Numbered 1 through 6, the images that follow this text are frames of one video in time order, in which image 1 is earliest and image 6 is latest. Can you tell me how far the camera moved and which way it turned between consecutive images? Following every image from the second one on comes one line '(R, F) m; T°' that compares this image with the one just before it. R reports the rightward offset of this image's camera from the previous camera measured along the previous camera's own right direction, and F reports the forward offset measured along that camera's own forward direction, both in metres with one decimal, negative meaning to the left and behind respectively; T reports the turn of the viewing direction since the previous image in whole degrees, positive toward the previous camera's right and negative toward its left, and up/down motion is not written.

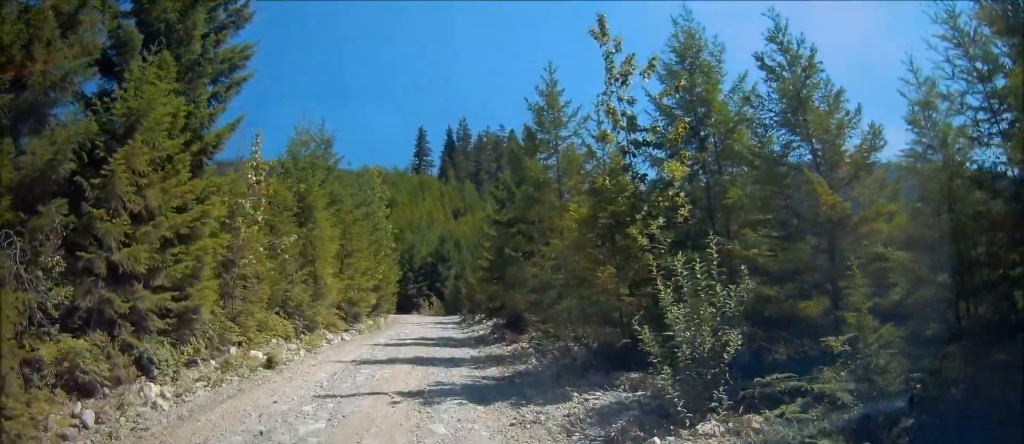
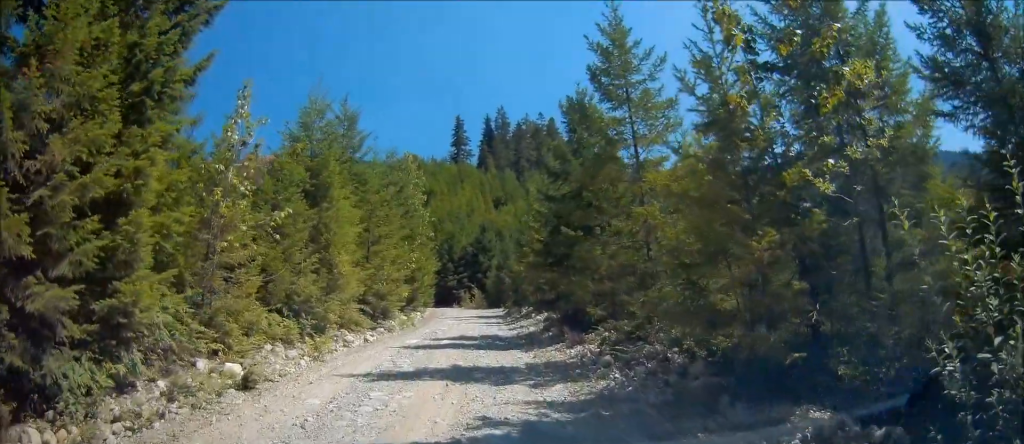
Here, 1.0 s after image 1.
(0.0, +3.7) m; +7°
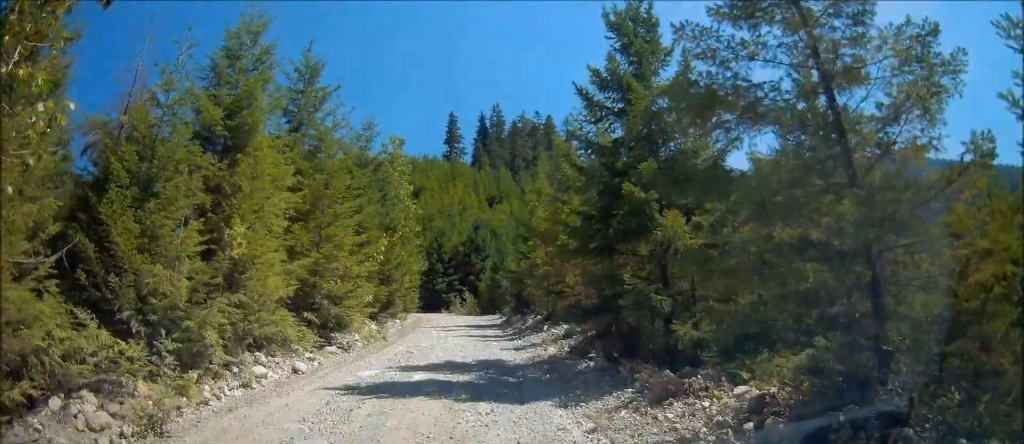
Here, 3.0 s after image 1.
(+0.1, +6.9) m; 0°
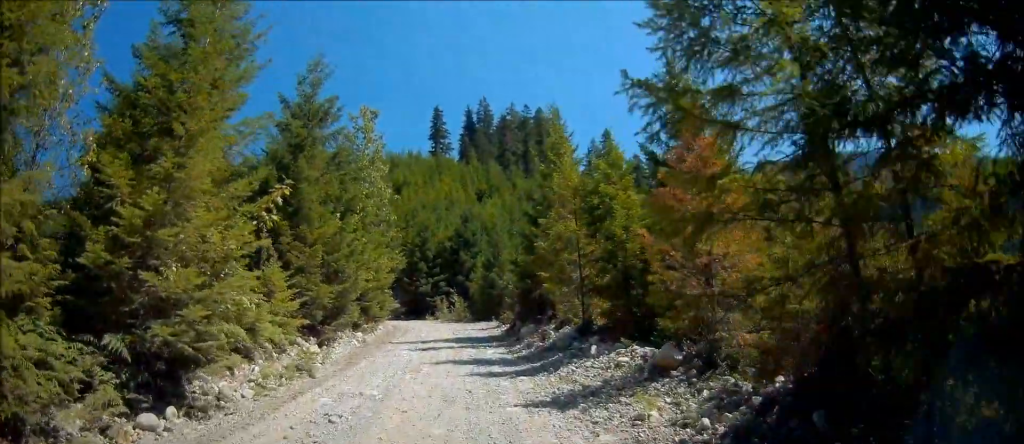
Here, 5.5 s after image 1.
(+0.2, +8.9) m; 0°
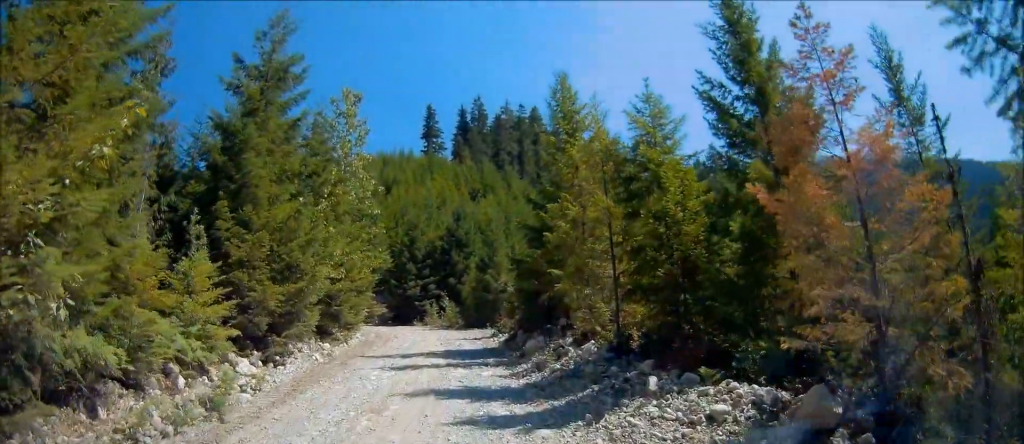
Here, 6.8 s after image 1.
(-0.1, +4.5) m; 0°
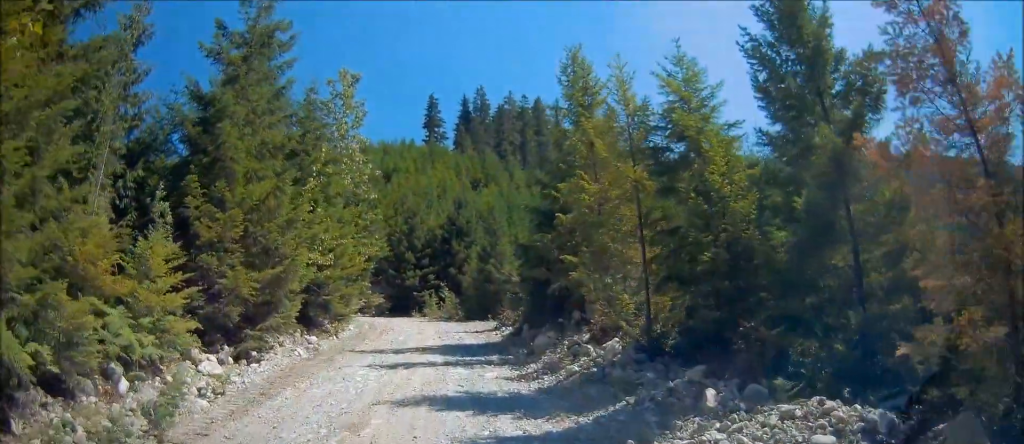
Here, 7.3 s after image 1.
(0.0, +1.9) m; +2°
